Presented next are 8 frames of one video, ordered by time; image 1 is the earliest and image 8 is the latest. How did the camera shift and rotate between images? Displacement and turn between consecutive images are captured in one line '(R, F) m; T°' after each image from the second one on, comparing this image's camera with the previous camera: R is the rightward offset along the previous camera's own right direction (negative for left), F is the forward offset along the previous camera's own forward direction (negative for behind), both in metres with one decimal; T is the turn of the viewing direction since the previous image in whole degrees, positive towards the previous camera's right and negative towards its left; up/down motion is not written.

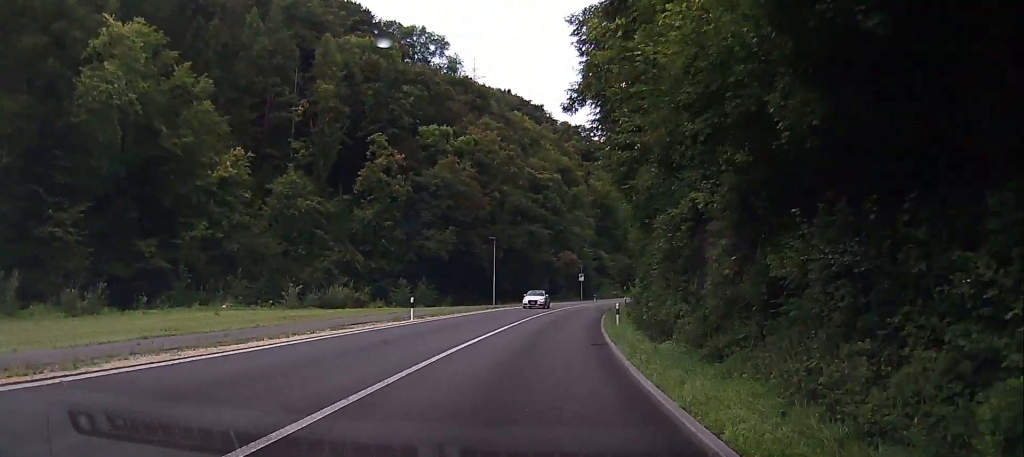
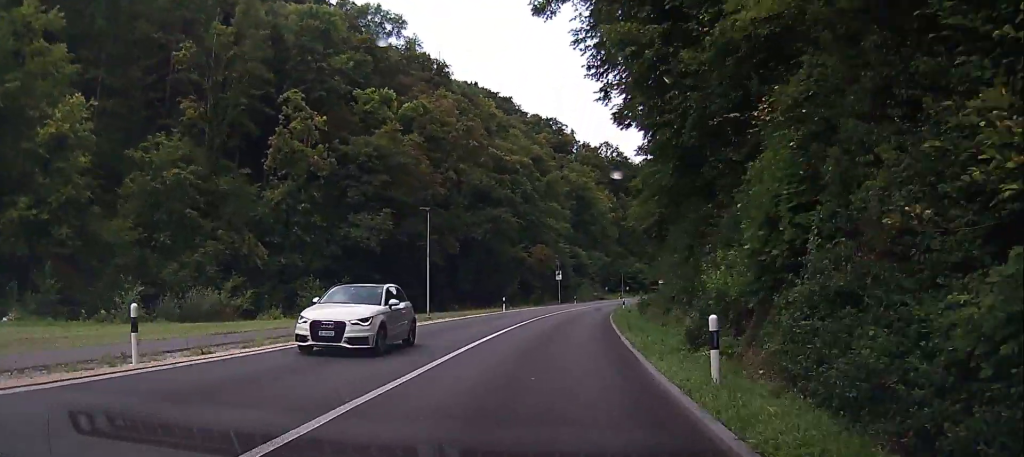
(-0.2, +17.3) m; 0°
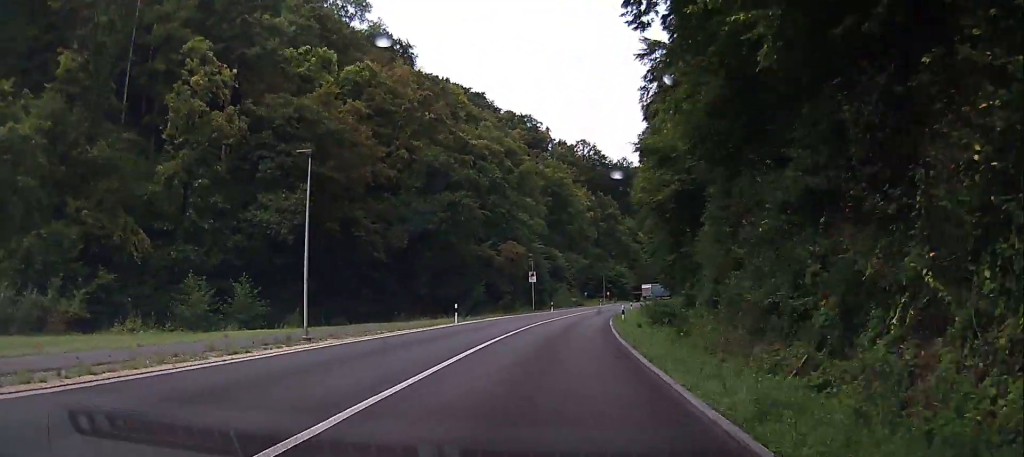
(+0.1, +12.9) m; +1°
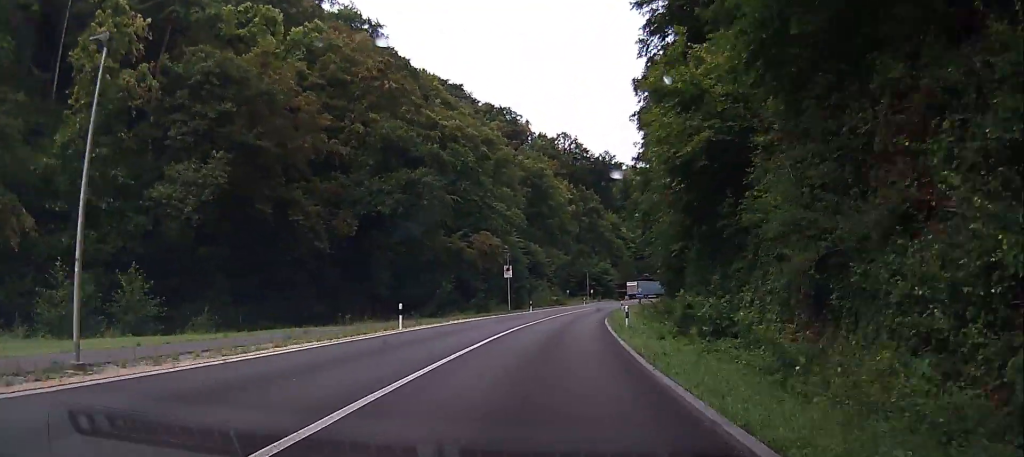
(+0.2, +8.8) m; +1°
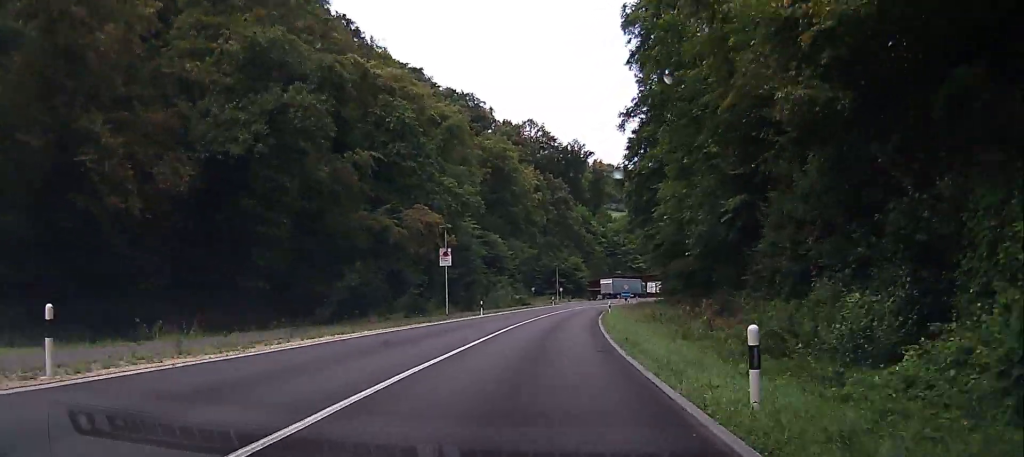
(+0.1, +17.8) m; +1°
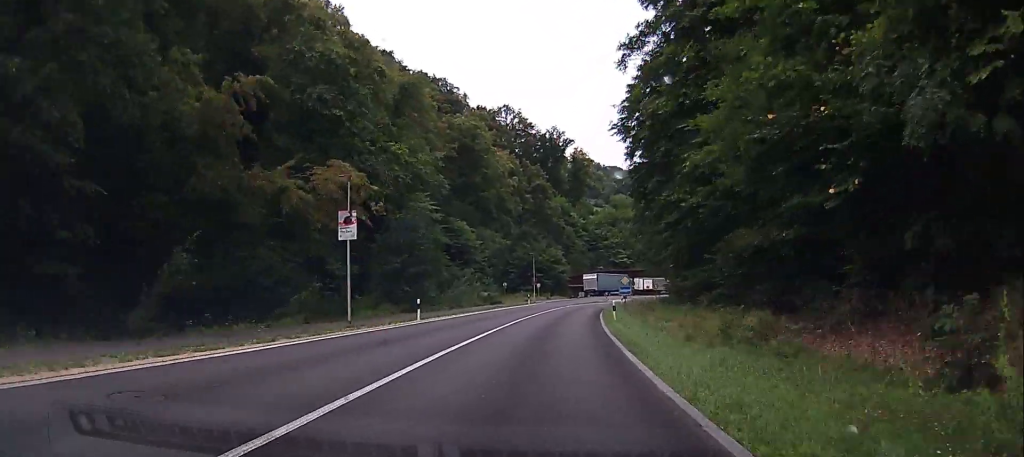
(+0.1, +15.5) m; +2°
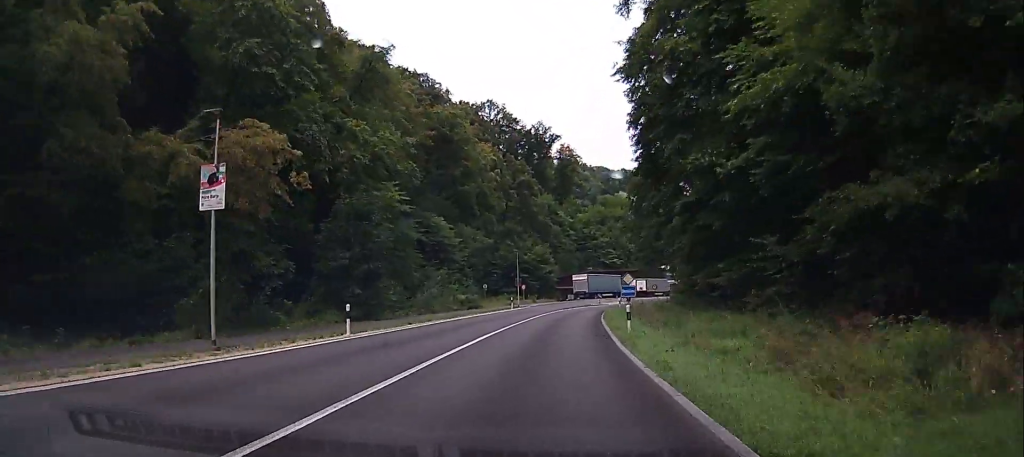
(0.0, +9.2) m; +2°
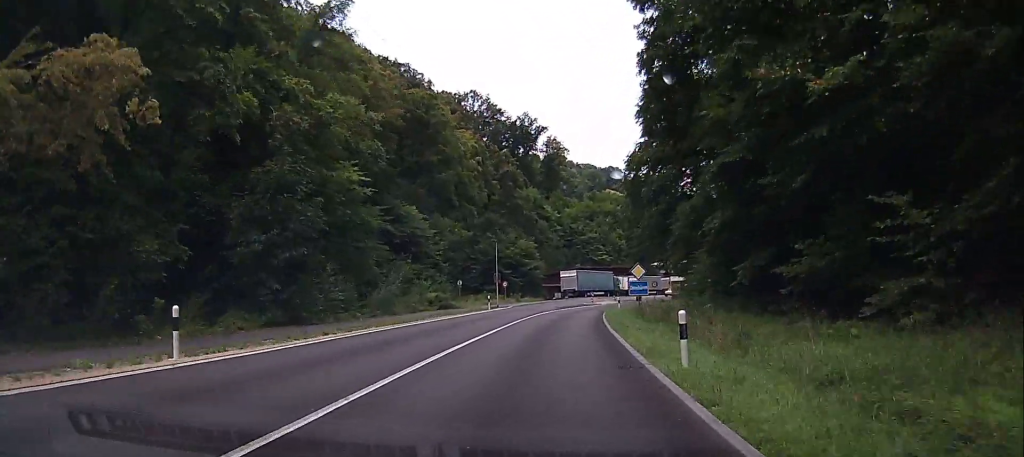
(+0.2, +9.8) m; +2°
